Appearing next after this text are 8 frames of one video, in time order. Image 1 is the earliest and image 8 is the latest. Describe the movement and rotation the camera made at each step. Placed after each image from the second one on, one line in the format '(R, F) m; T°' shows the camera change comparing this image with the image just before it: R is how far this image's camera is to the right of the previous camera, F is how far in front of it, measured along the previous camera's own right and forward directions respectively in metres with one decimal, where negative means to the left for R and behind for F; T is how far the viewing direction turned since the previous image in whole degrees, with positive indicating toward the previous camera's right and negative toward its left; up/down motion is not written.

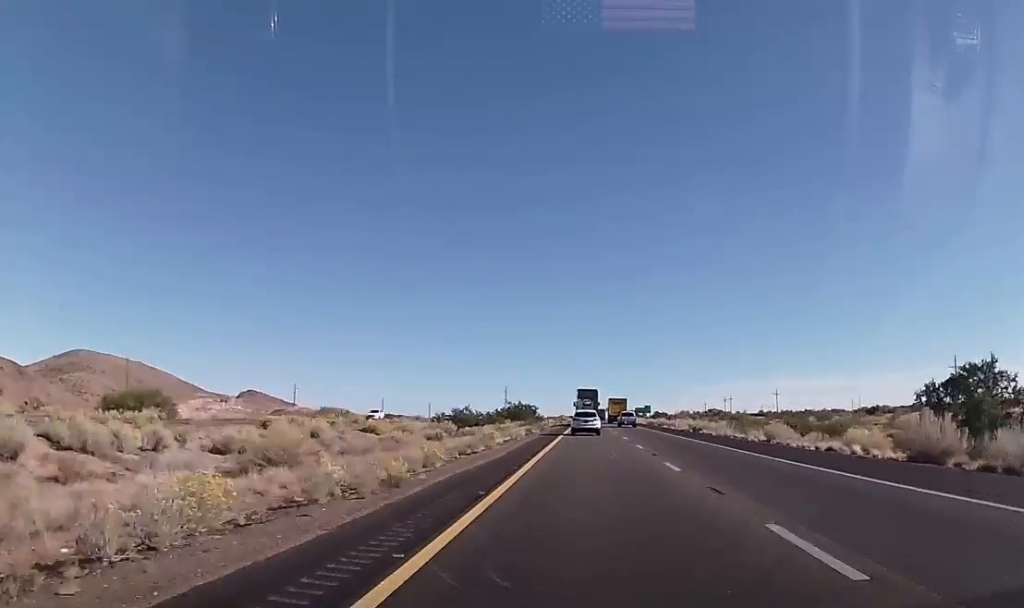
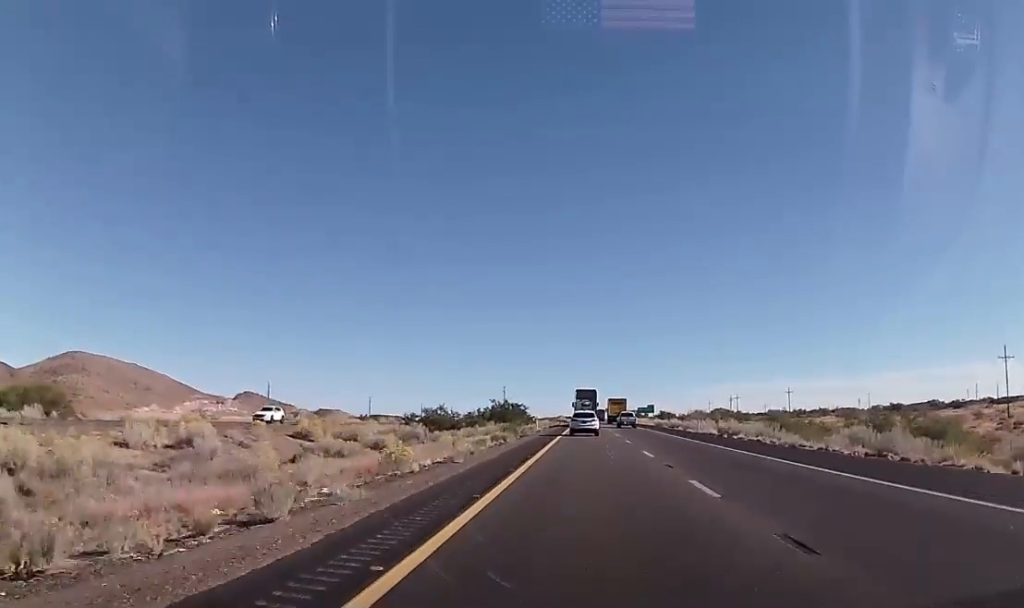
(0.0, +18.1) m; 0°
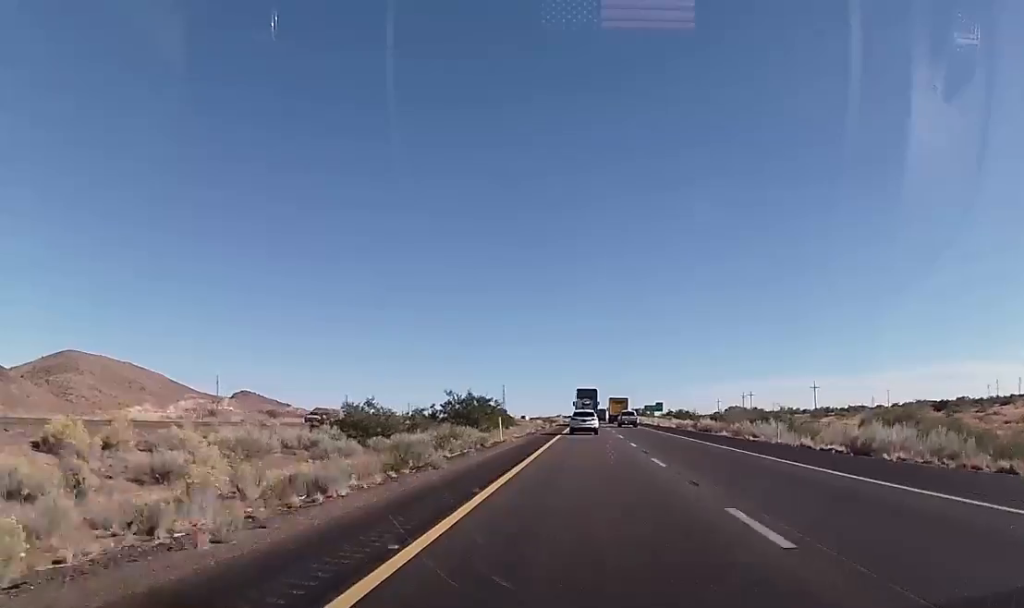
(+0.5, +29.4) m; +1°
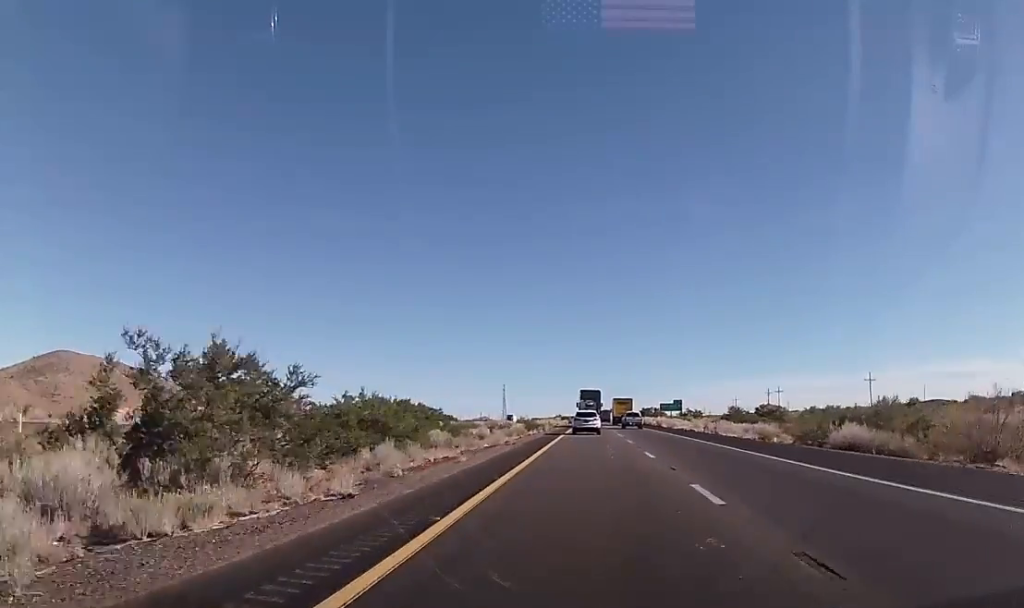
(-0.4, +45.7) m; -1°
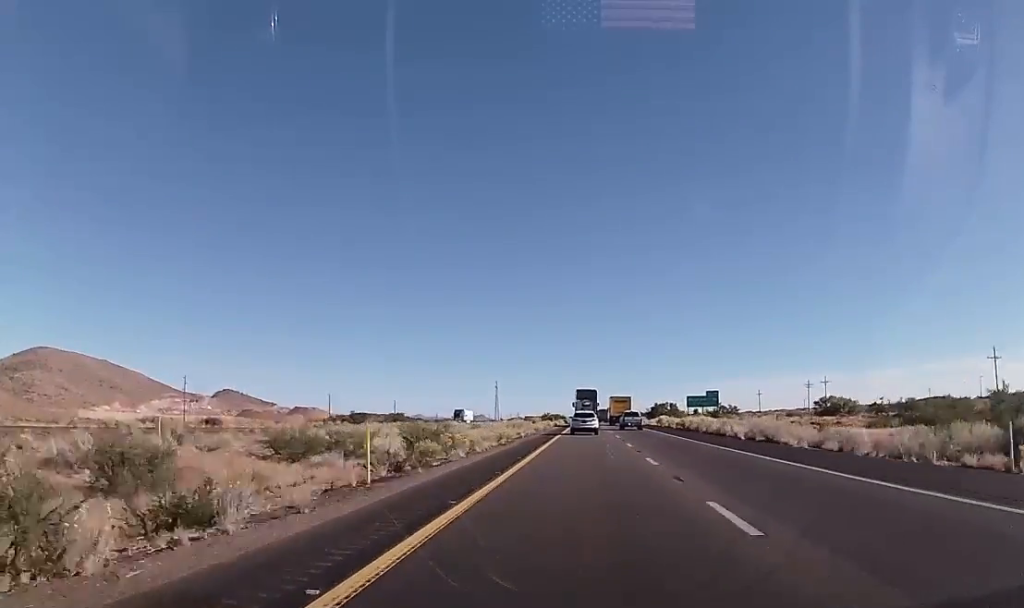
(0.0, +64.7) m; 0°
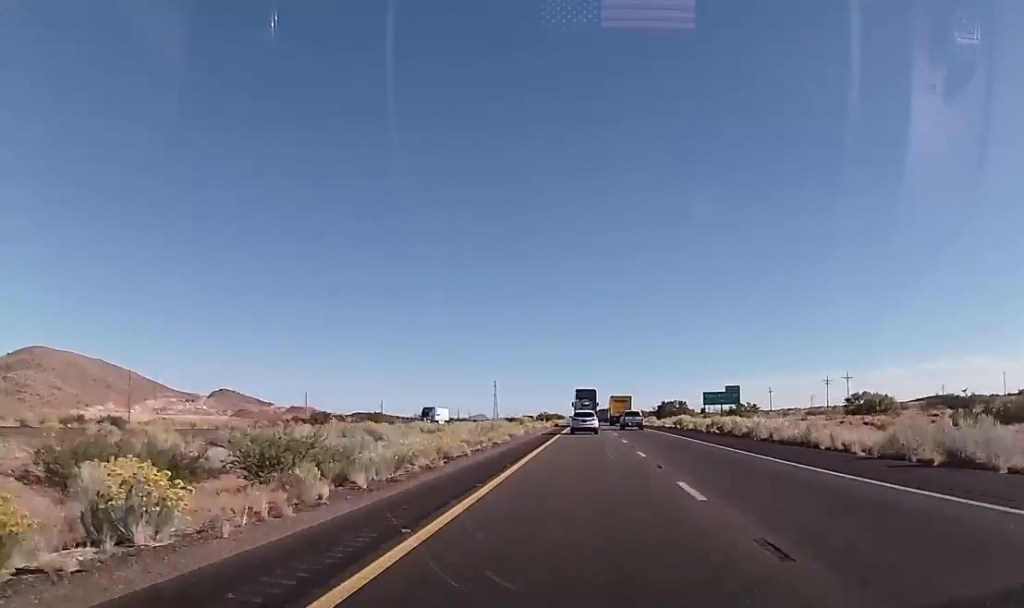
(0.0, +21.0) m; 0°
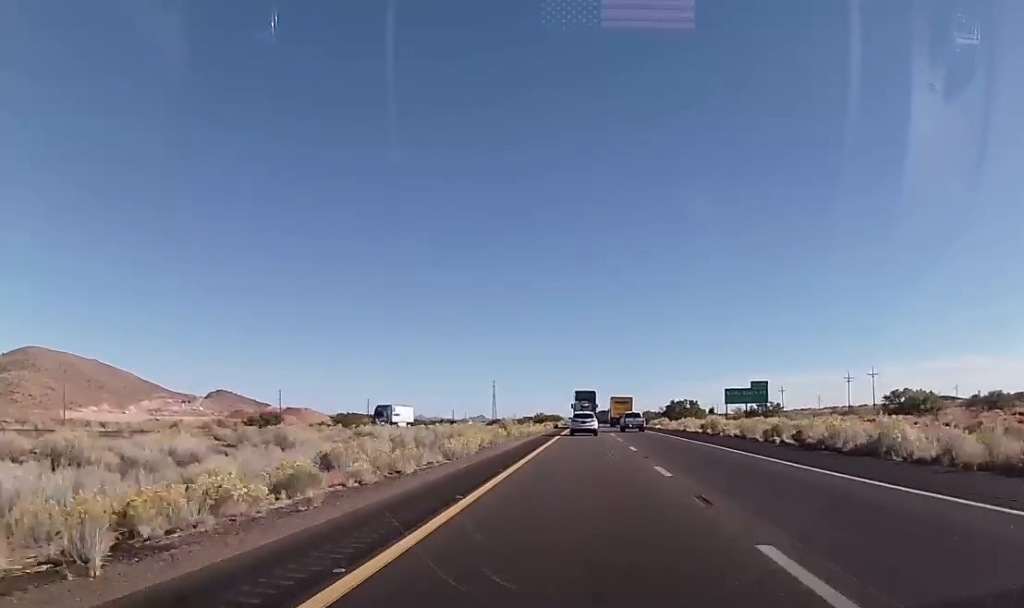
(0.0, +20.0) m; 0°
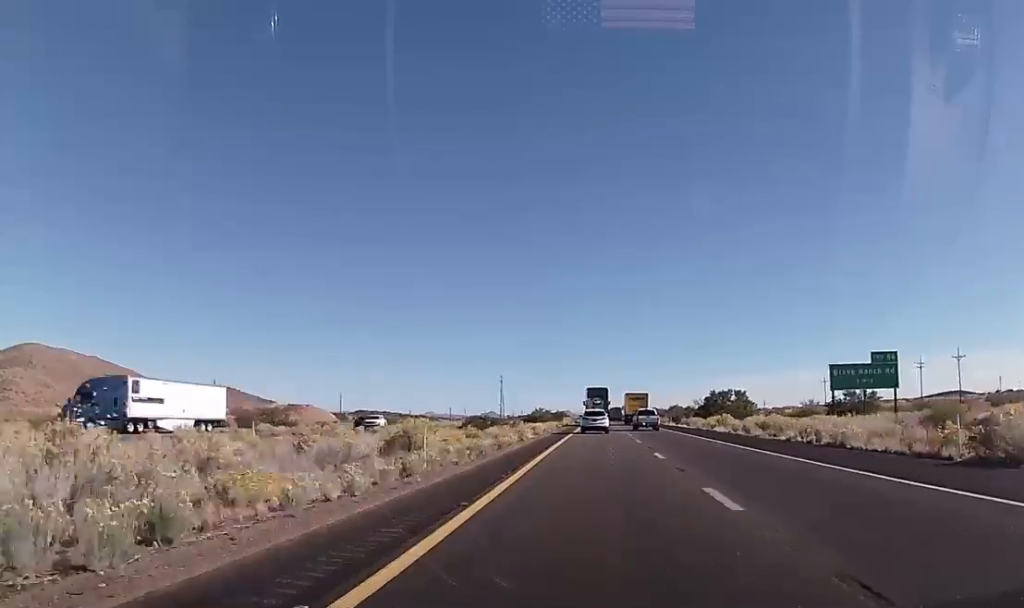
(-0.2, +43.6) m; -1°
